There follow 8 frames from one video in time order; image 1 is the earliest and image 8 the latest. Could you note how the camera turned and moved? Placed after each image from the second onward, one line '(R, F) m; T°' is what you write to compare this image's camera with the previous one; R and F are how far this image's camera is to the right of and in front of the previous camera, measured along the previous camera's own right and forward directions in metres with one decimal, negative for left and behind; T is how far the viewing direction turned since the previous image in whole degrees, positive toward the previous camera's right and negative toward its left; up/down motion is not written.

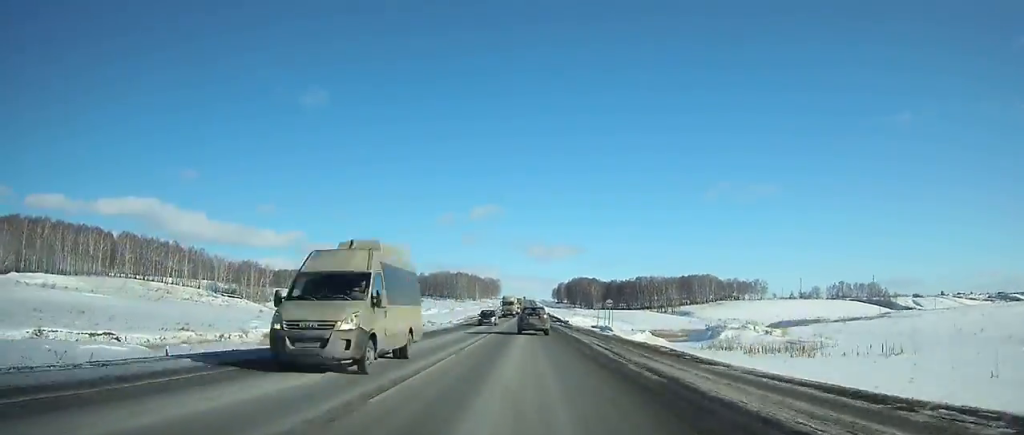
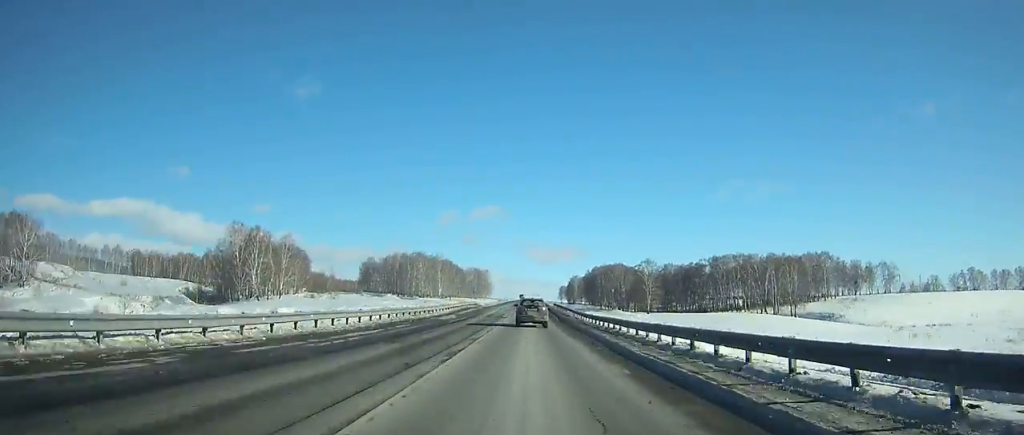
(+0.2, +164.8) m; 0°
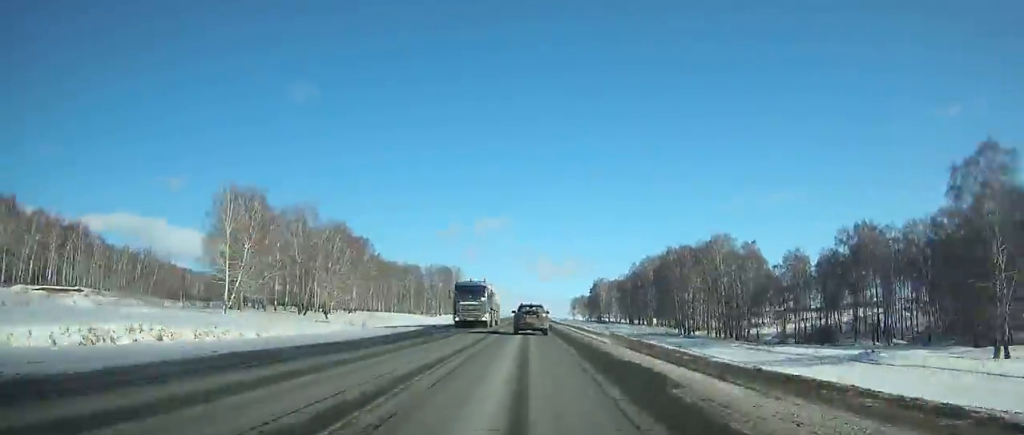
(-0.2, +159.1) m; 0°
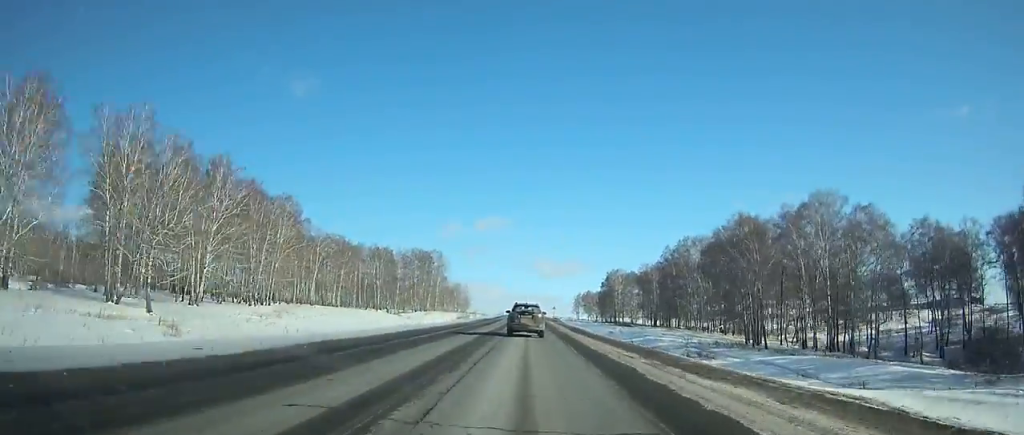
(0.0, +50.6) m; 0°
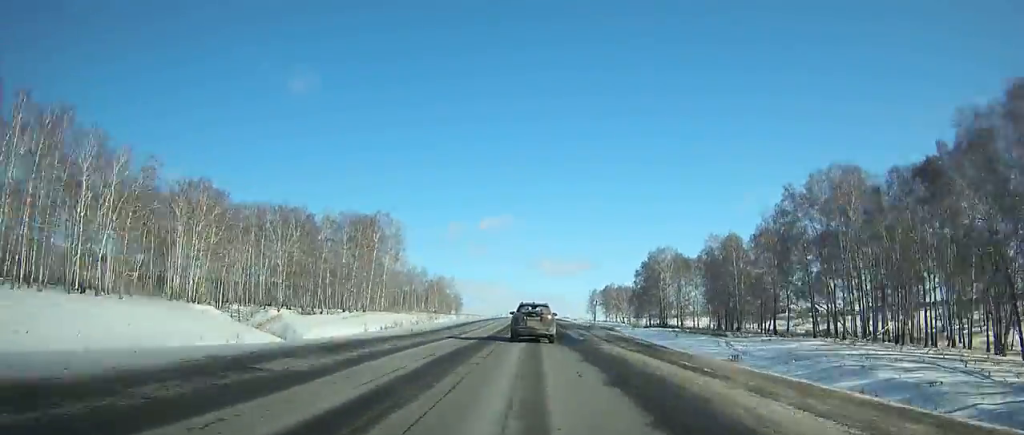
(+0.1, +72.7) m; 0°
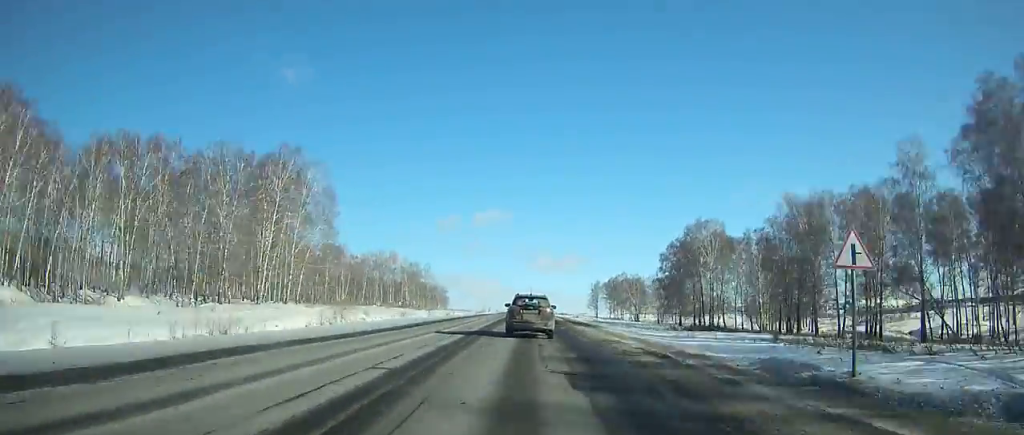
(0.0, +42.1) m; 0°
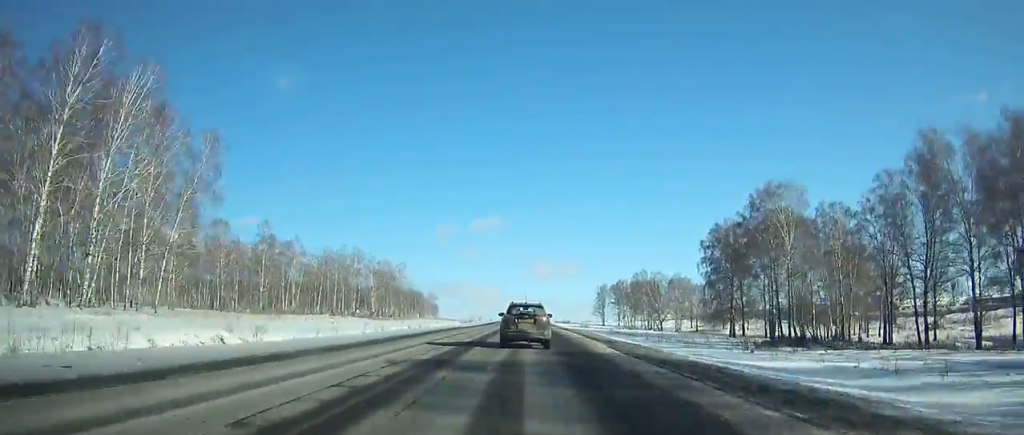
(+0.1, +36.7) m; 0°
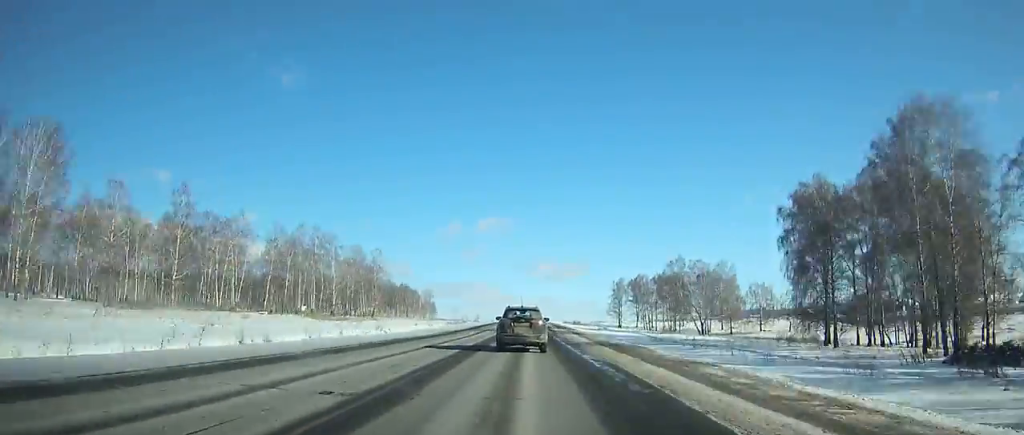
(0.0, +33.9) m; 0°
